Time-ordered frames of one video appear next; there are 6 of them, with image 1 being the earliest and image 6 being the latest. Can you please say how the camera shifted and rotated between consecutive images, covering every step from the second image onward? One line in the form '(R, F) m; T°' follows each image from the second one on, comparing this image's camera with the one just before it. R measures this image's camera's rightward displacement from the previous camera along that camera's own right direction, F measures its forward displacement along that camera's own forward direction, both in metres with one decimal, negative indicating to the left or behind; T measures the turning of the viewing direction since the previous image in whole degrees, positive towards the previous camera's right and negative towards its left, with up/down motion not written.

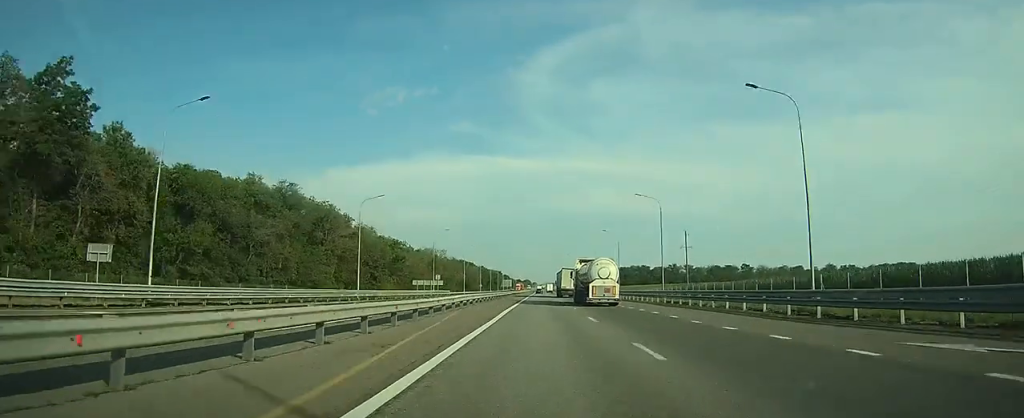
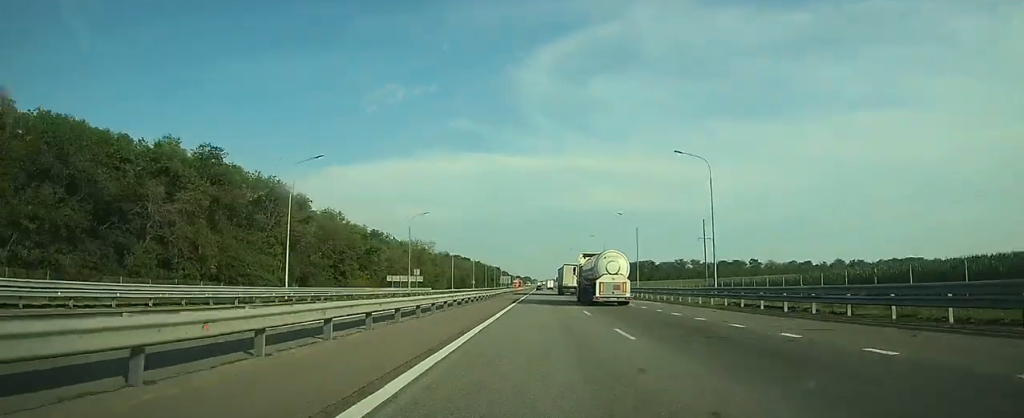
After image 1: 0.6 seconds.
(0.0, +20.5) m; 0°
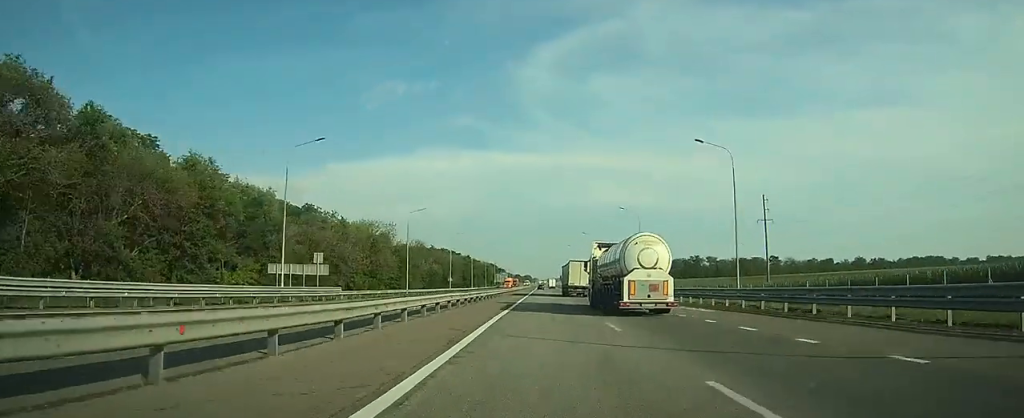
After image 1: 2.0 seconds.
(0.0, +44.4) m; 0°
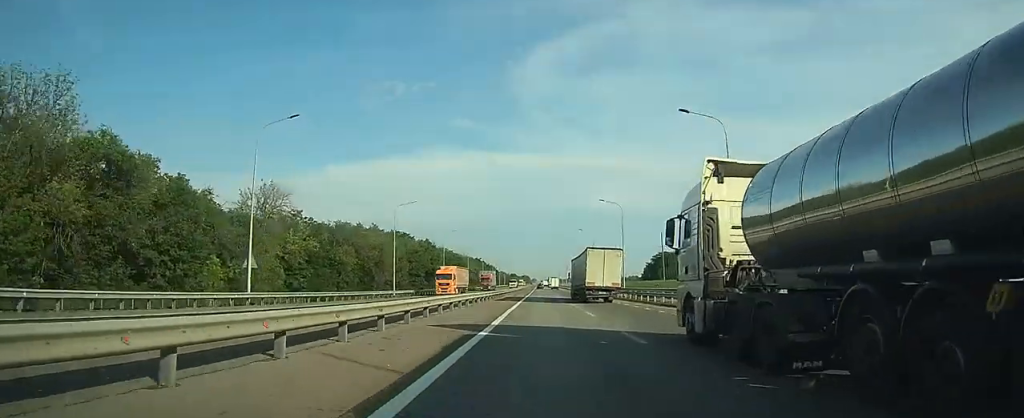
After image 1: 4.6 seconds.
(+0.1, +86.5) m; 0°
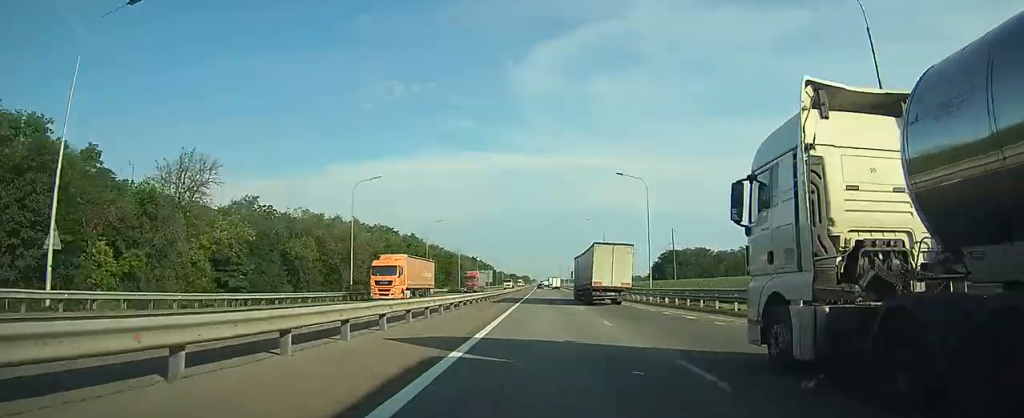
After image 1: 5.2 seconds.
(0.0, +17.7) m; 0°
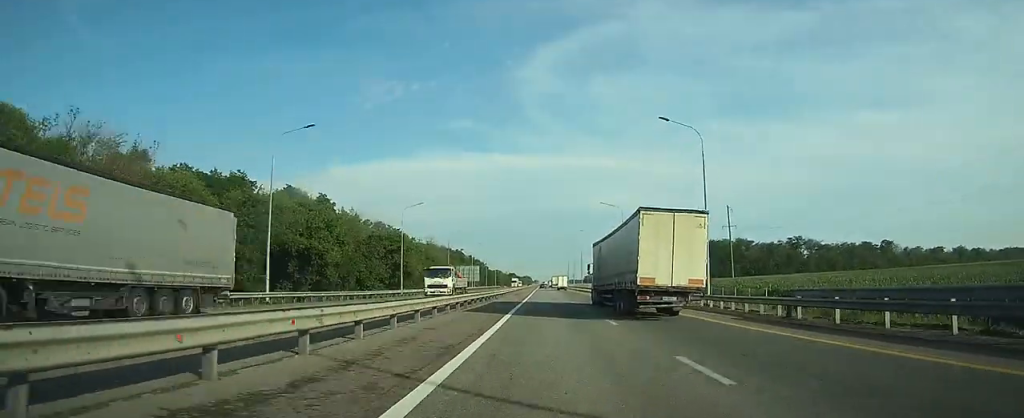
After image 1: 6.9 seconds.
(0.0, +58.9) m; 0°
